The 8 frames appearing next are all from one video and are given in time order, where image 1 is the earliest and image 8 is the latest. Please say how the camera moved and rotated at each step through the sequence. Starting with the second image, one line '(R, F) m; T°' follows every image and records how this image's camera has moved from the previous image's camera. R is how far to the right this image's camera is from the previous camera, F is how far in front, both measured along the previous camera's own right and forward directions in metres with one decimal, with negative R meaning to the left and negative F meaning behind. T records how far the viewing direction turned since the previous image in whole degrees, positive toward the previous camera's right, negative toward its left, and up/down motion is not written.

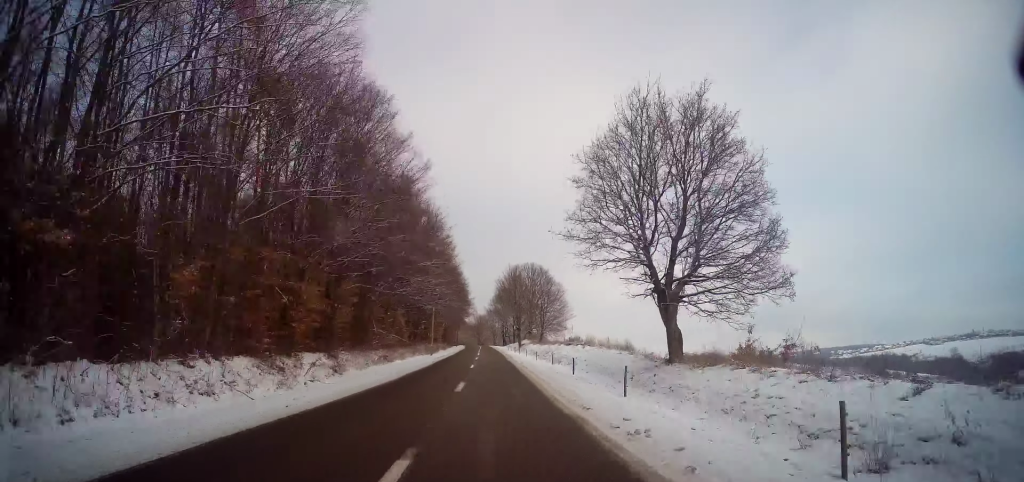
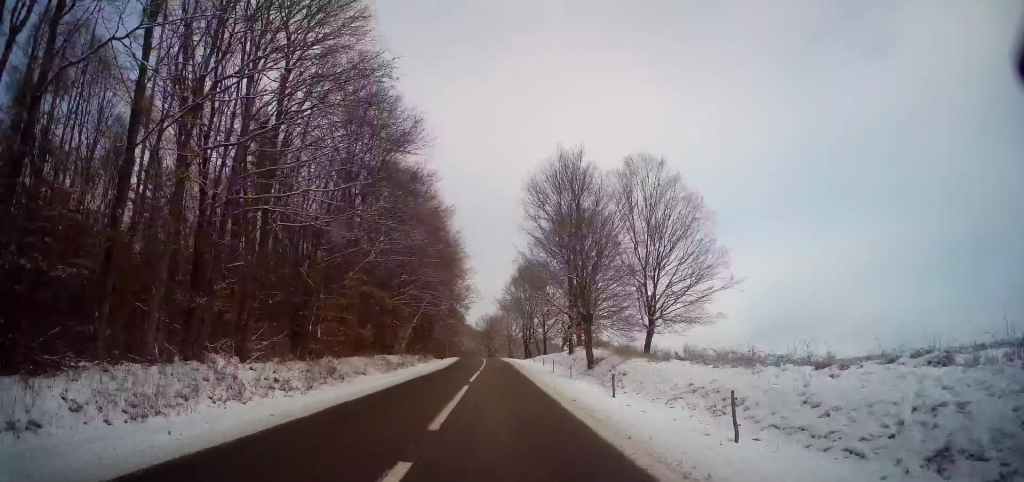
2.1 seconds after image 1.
(-1.0, +52.0) m; -2°
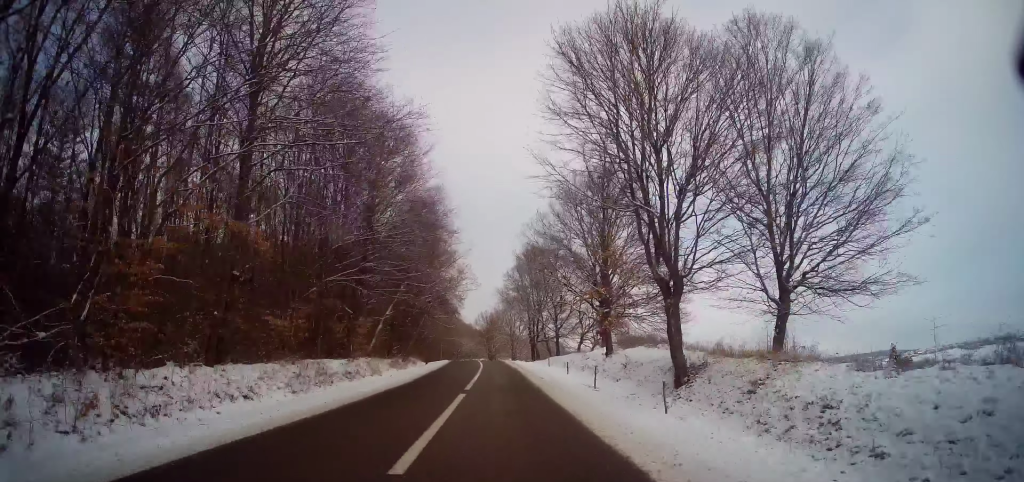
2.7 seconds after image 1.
(-0.1, +14.5) m; 0°
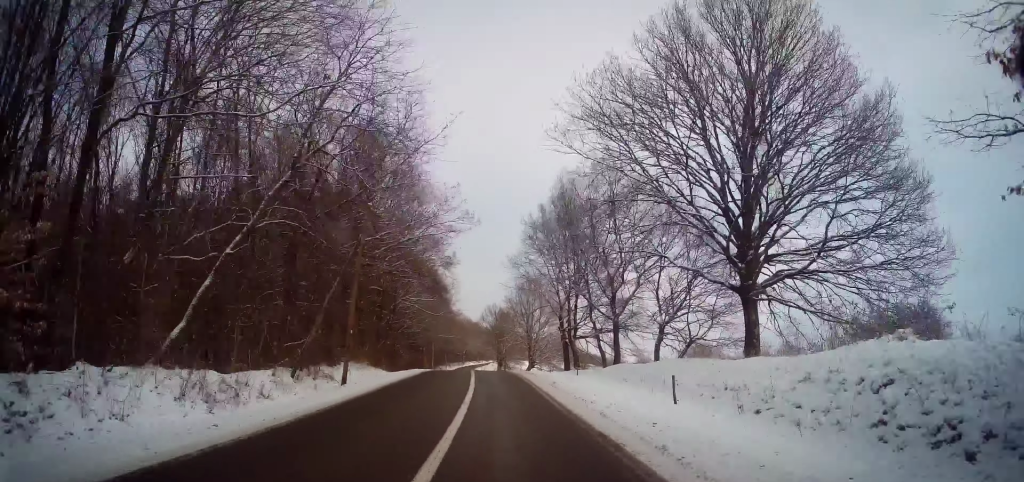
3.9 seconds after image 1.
(0.0, +27.1) m; -1°
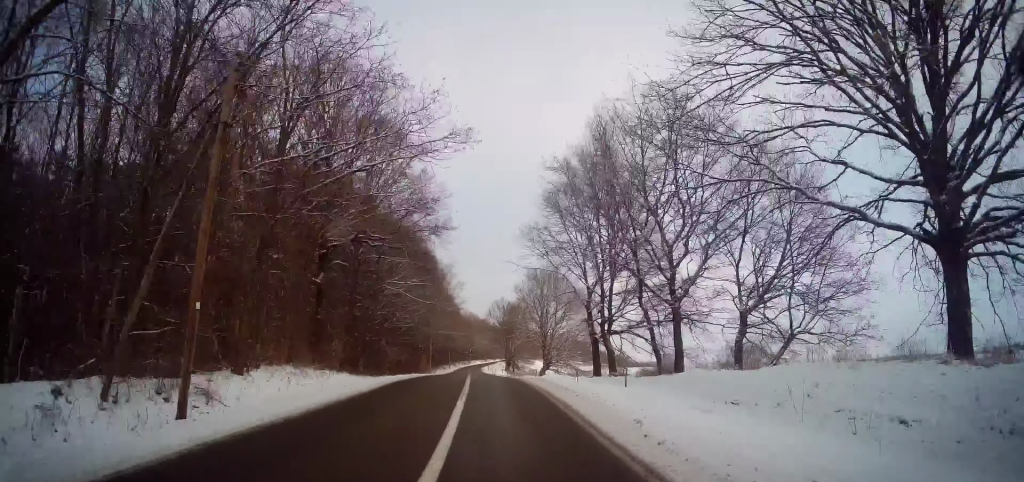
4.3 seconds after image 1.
(+0.3, +11.1) m; -1°
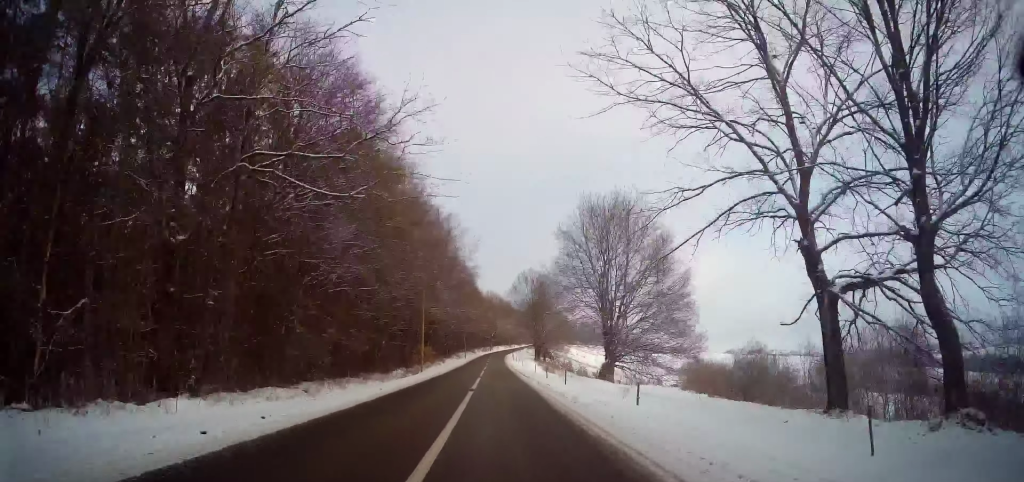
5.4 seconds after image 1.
(-1.0, +25.1) m; -3°
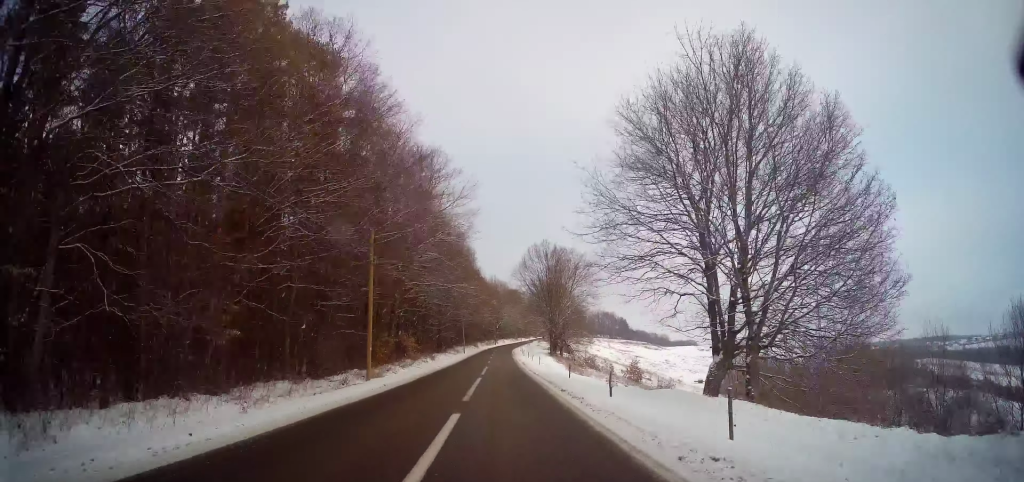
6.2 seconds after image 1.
(-0.3, +18.8) m; -1°
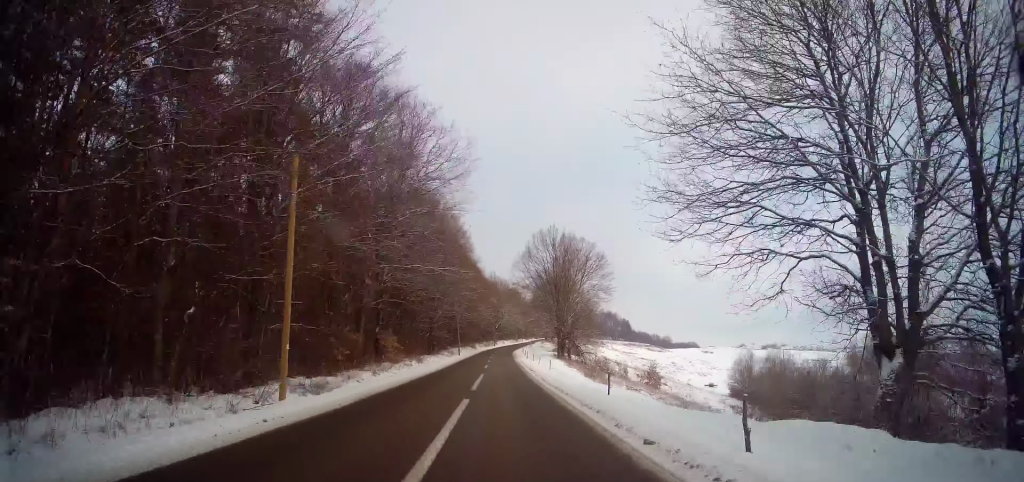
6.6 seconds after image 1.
(0.0, +9.4) m; 0°
